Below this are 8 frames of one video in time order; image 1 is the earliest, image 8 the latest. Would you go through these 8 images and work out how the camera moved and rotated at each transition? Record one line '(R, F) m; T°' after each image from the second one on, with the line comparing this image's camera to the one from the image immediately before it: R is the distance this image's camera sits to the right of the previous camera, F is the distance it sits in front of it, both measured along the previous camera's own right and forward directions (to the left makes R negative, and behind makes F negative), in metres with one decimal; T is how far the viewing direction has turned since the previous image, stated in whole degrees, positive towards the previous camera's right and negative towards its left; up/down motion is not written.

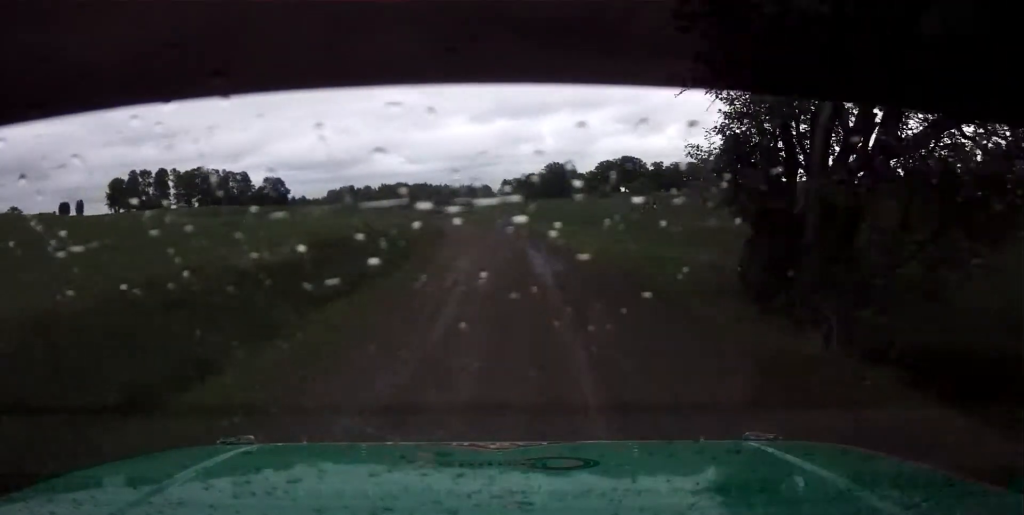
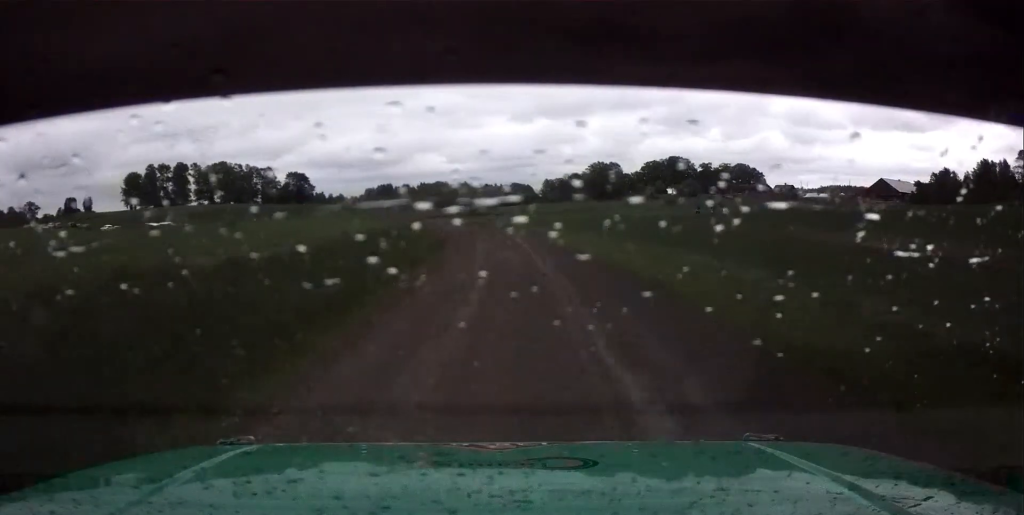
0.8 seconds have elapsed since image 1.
(-1.0, +22.2) m; -4°
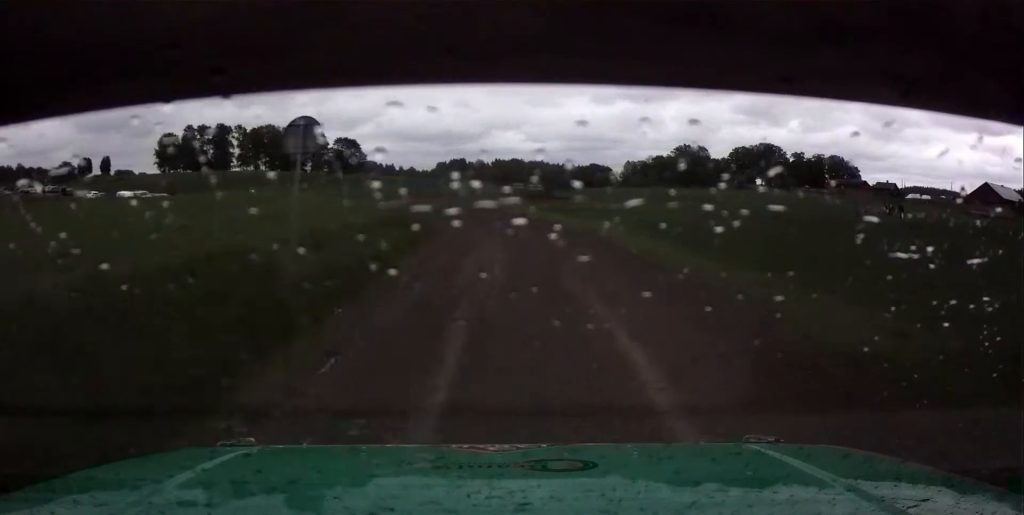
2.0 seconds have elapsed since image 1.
(-1.3, +33.0) m; -6°
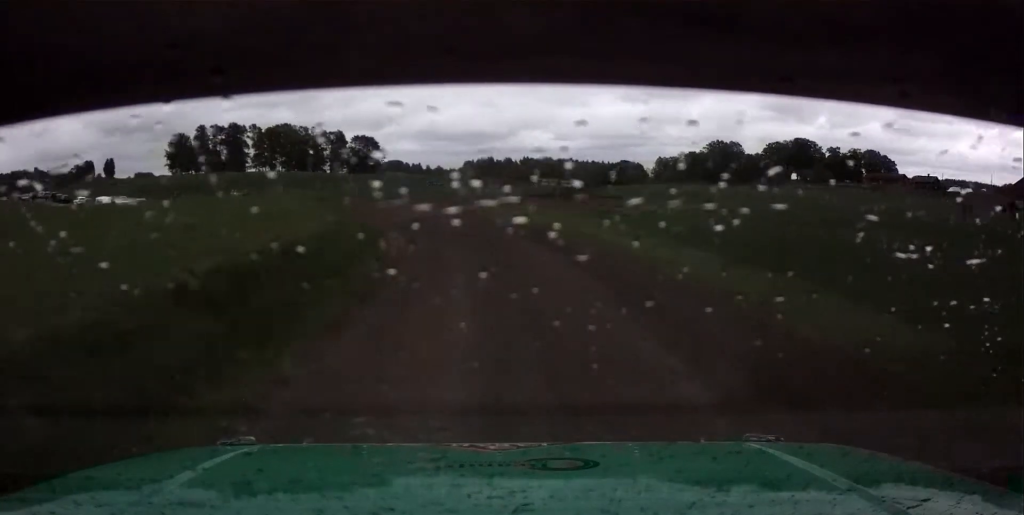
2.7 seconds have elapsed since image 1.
(-0.3, +14.1) m; -4°
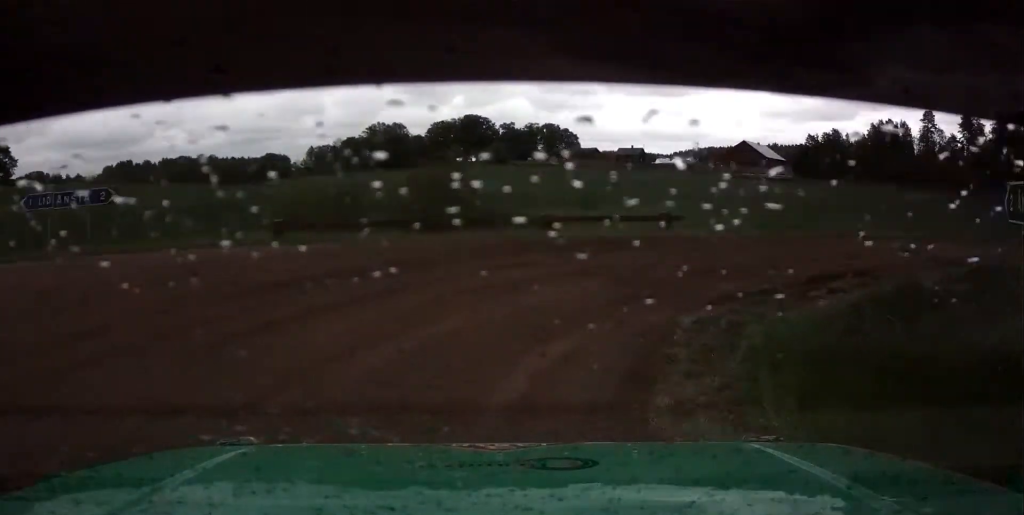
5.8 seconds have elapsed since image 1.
(+1.0, +42.4) m; +32°
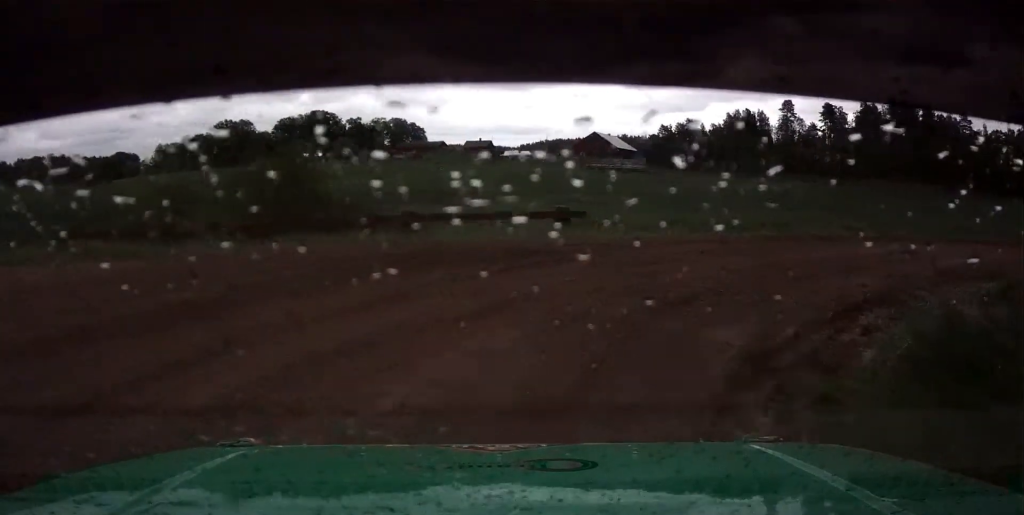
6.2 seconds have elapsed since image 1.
(+0.2, +4.1) m; +15°
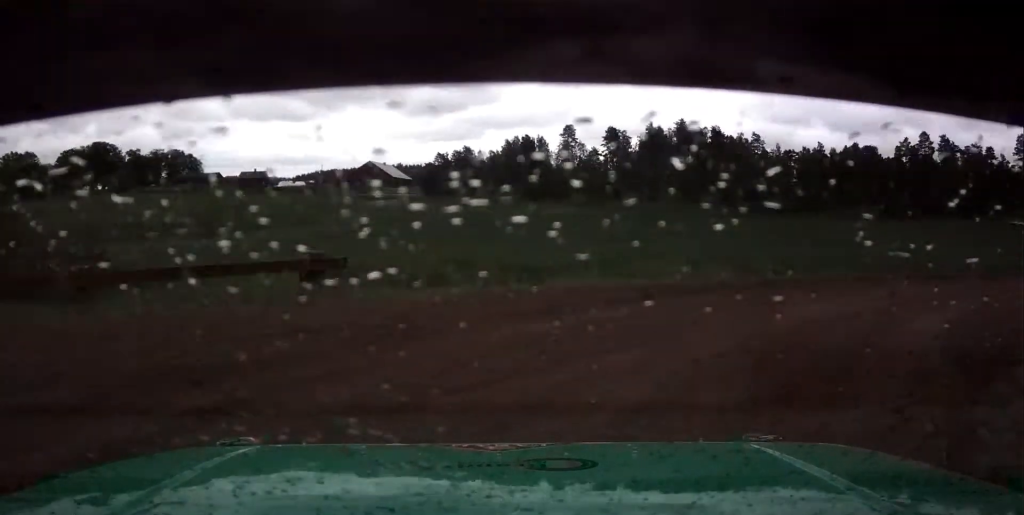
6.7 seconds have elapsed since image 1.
(+0.5, +4.5) m; +20°
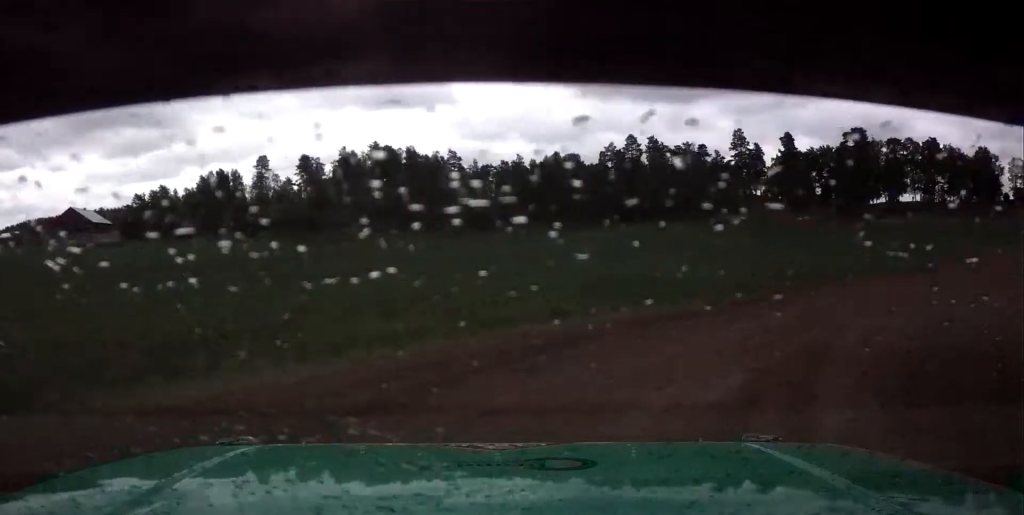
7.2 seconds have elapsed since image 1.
(+1.2, +4.4) m; +20°
